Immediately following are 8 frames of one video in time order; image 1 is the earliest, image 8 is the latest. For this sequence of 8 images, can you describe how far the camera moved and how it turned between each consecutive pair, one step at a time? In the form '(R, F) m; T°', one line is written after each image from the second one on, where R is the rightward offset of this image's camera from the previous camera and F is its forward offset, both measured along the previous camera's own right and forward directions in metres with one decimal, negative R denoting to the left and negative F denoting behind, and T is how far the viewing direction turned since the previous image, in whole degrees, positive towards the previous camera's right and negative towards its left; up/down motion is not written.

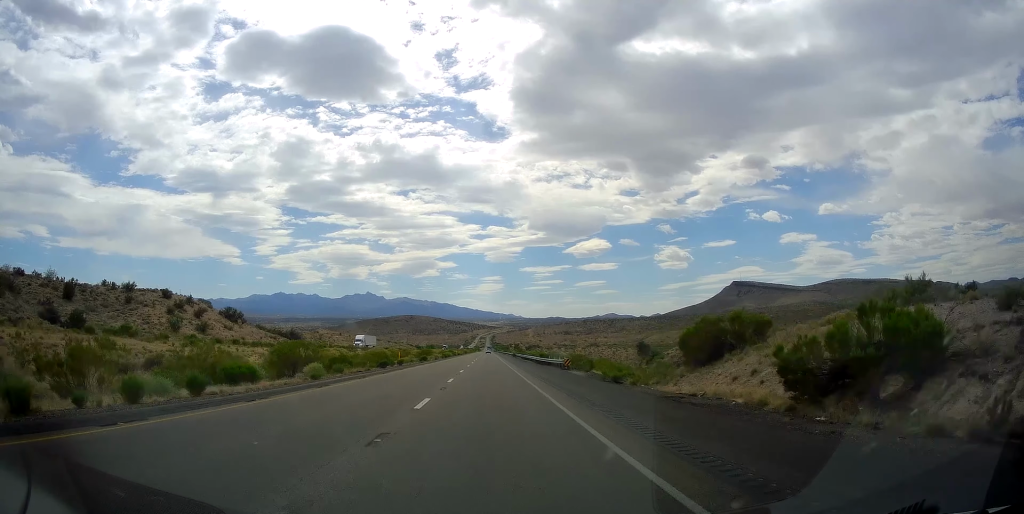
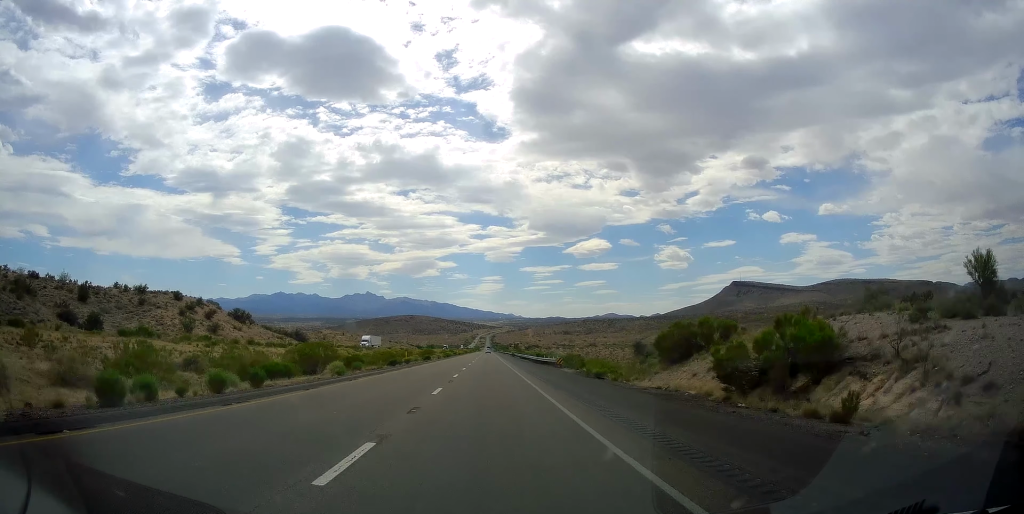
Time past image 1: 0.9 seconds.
(-0.1, +24.3) m; -1°
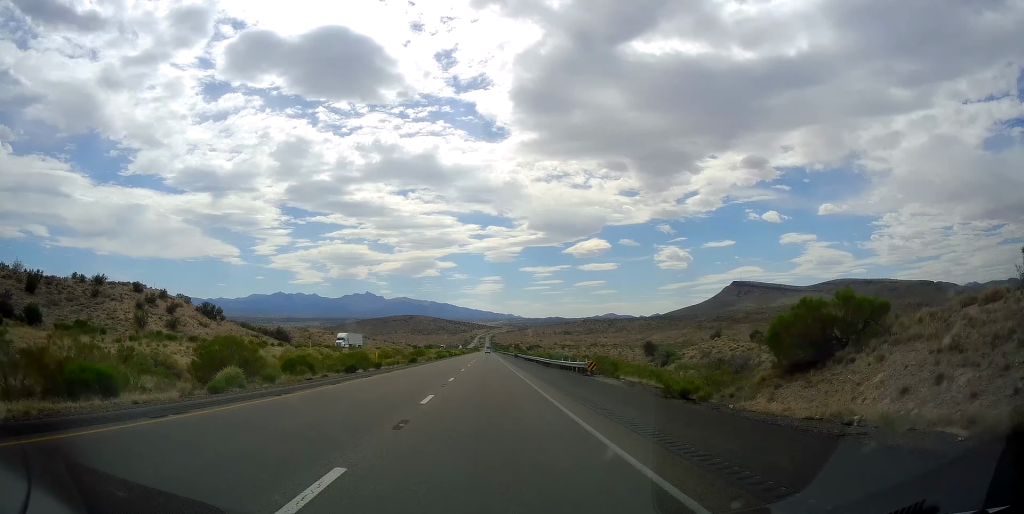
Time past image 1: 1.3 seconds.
(-0.1, +13.1) m; 0°
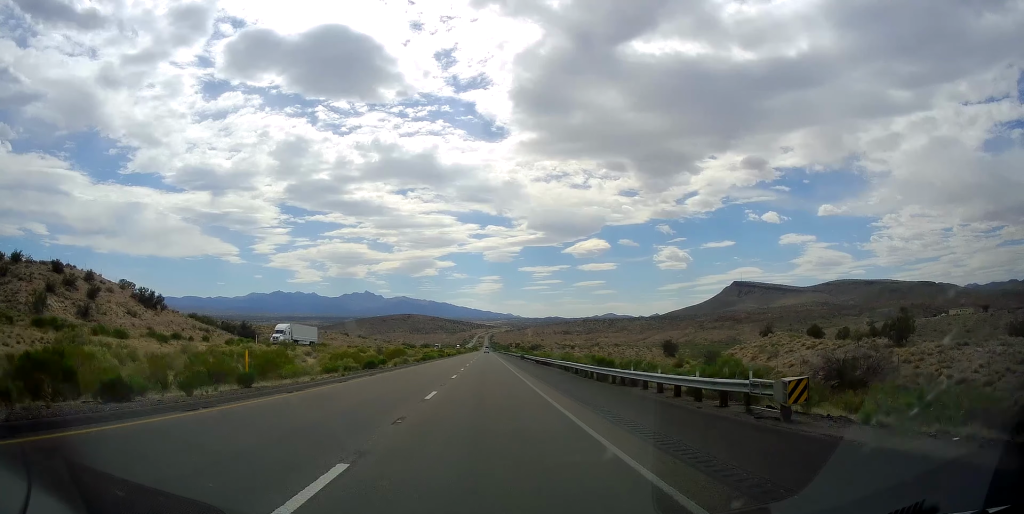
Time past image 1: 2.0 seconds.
(-0.1, +20.6) m; 0°
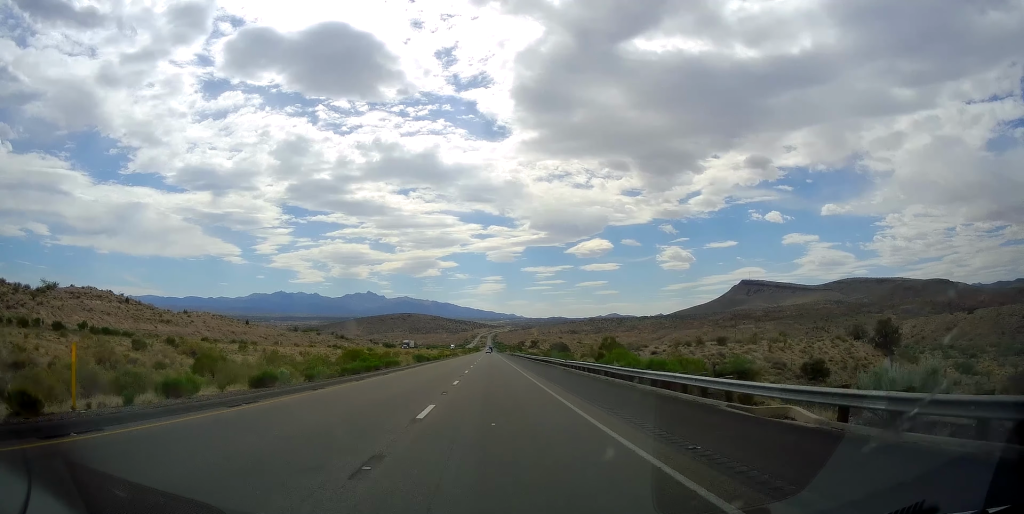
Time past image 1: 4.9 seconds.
(+1.2, +97.6) m; +1°
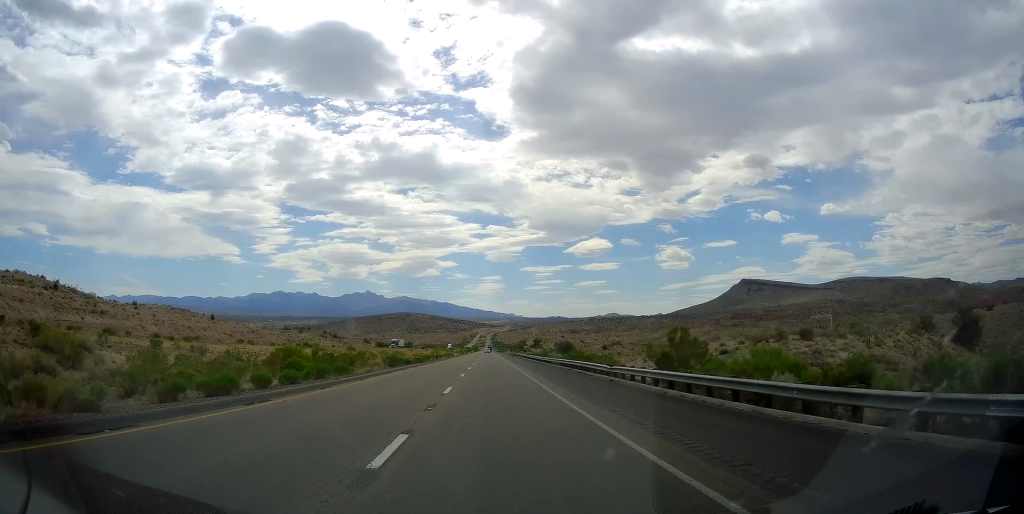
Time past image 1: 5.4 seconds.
(0.0, +17.1) m; 0°
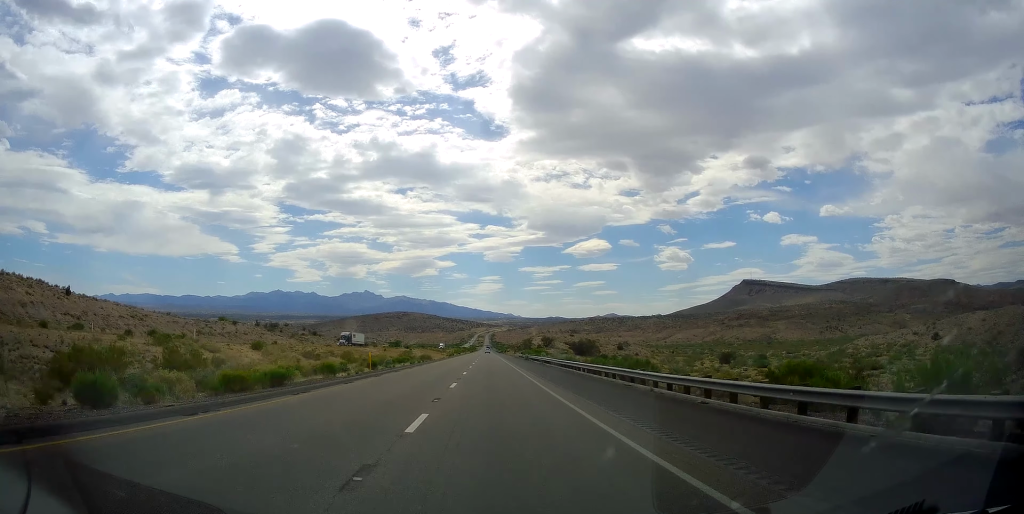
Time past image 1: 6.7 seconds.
(-0.5, +44.6) m; 0°
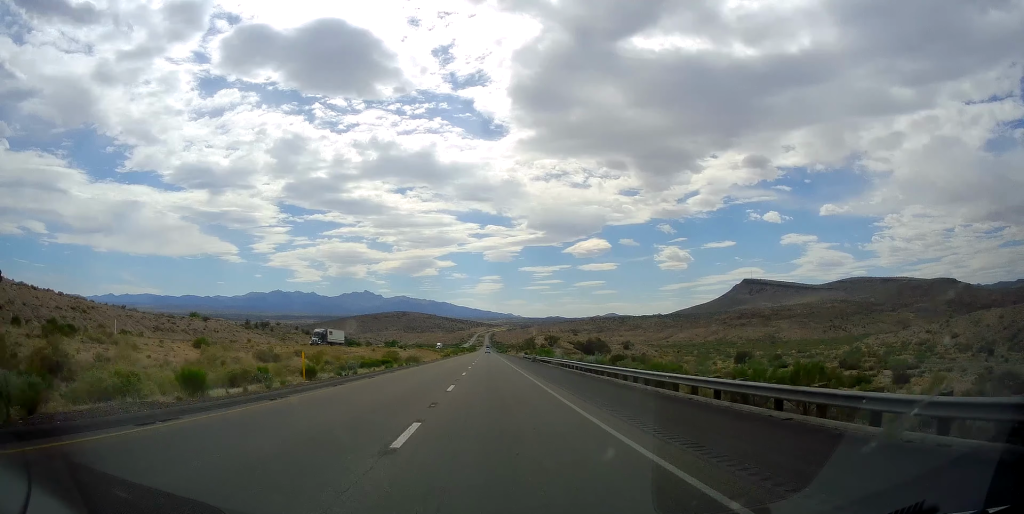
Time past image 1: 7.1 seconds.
(0.0, +13.8) m; 0°
